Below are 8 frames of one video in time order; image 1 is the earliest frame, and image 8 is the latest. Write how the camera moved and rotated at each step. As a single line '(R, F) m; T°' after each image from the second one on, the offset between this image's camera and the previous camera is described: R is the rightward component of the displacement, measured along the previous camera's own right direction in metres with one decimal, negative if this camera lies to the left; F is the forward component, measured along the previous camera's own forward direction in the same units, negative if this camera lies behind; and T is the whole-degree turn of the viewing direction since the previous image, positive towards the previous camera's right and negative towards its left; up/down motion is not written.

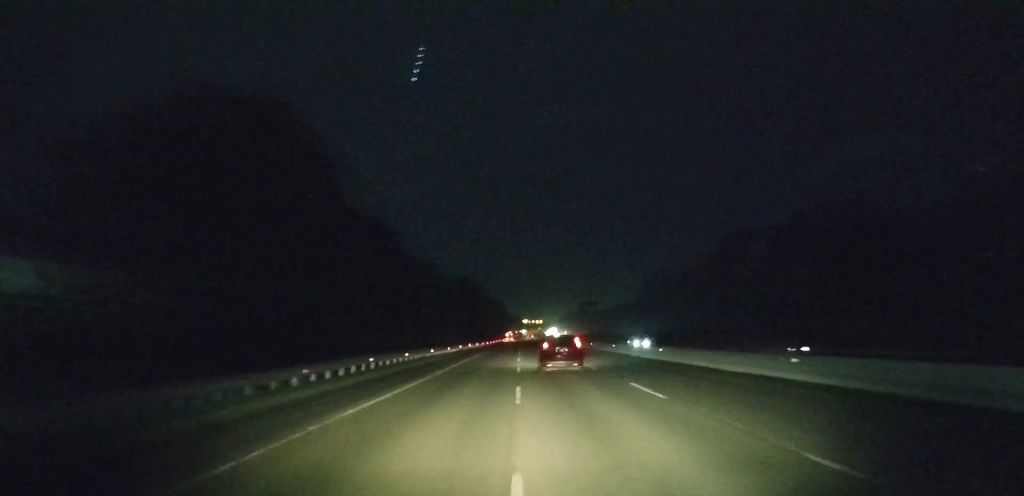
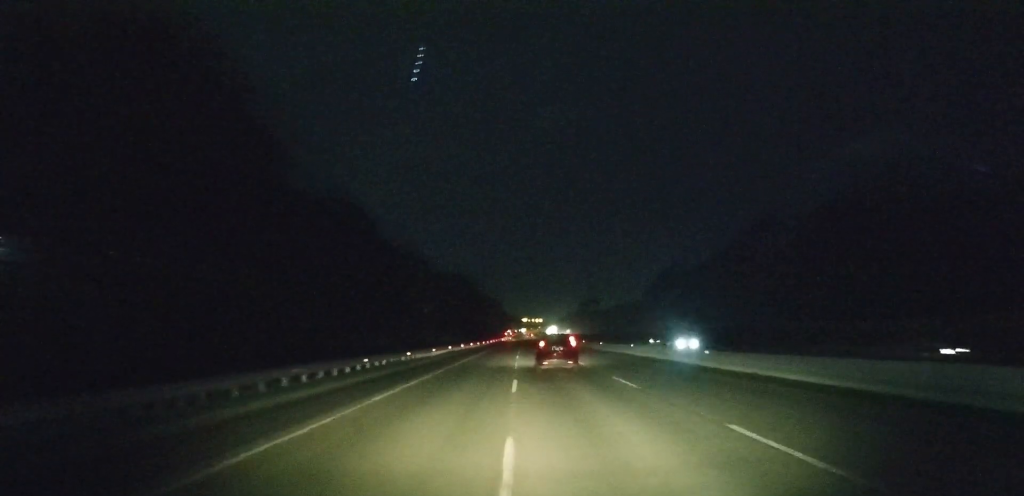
(0.0, +8.5) m; 0°
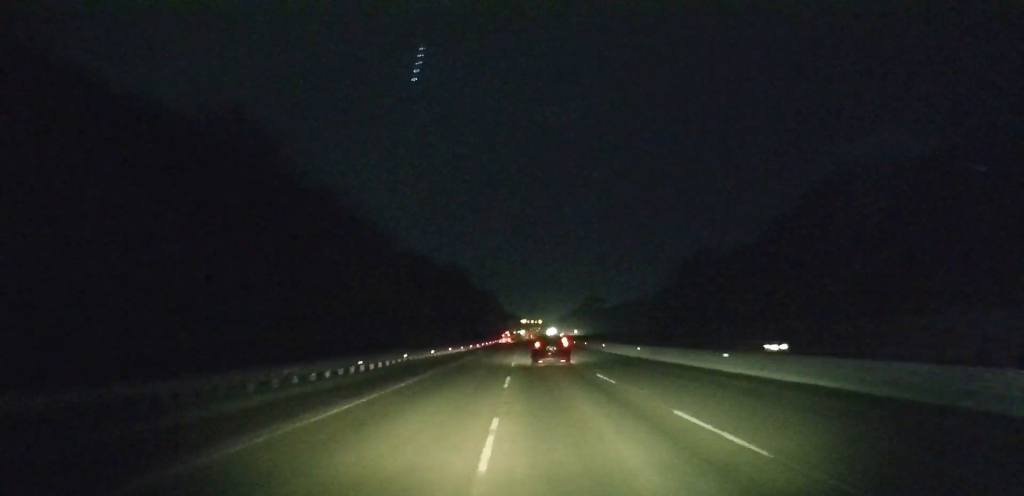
(+0.1, +19.5) m; 0°
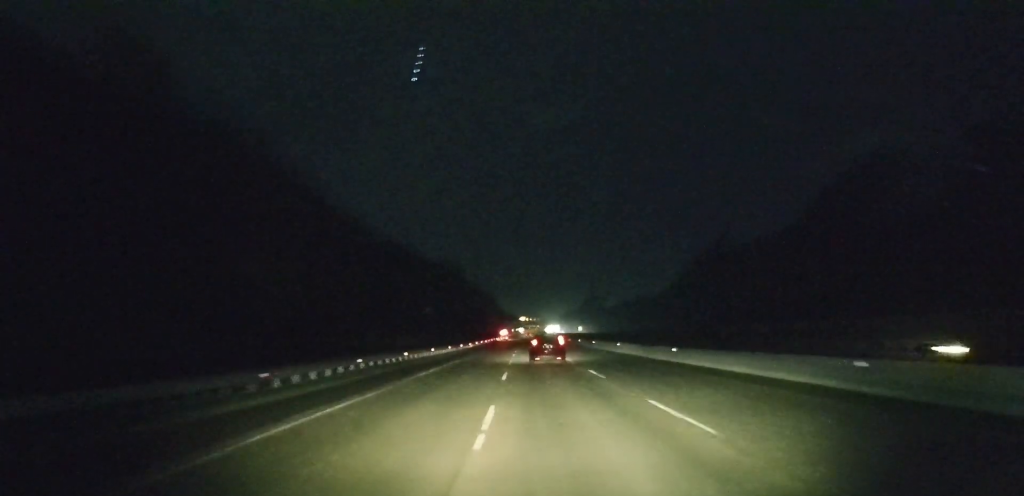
(0.0, +9.2) m; 0°
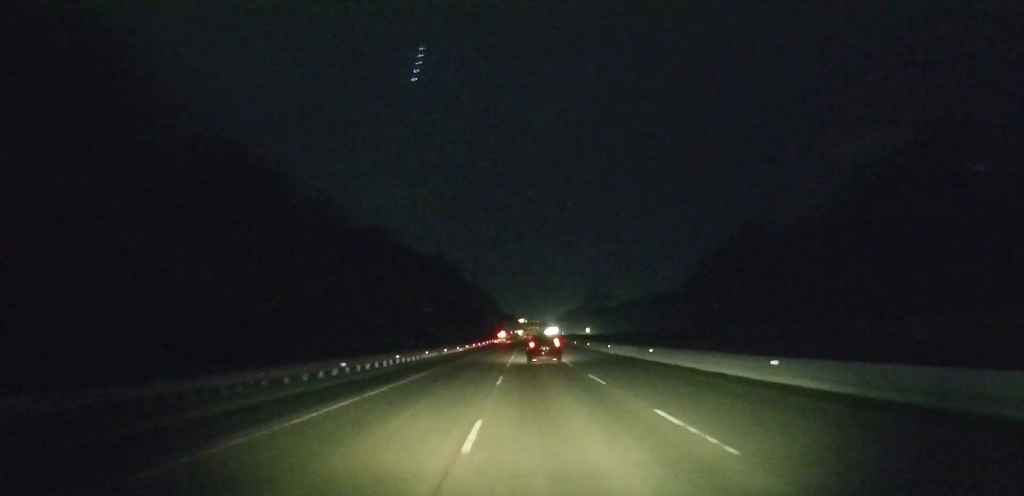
(0.0, +13.0) m; 0°
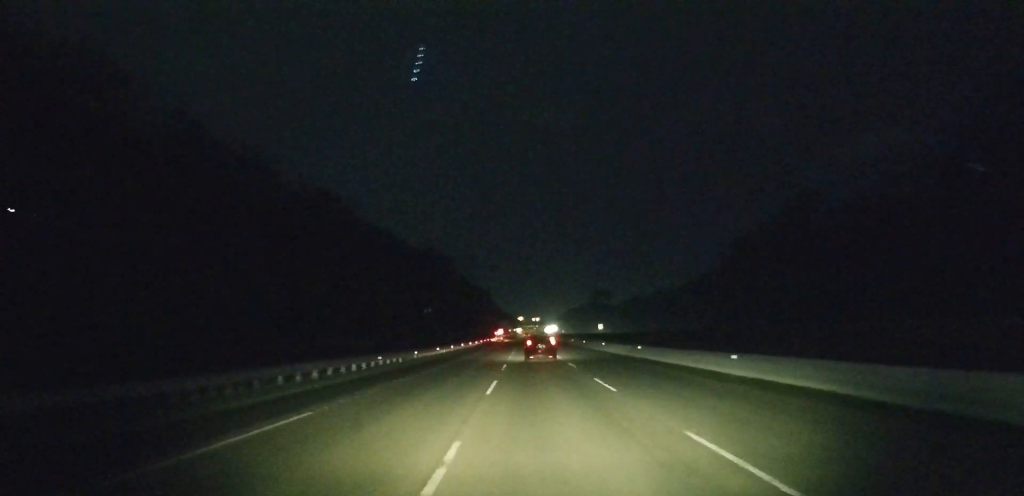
(0.0, +15.6) m; 0°
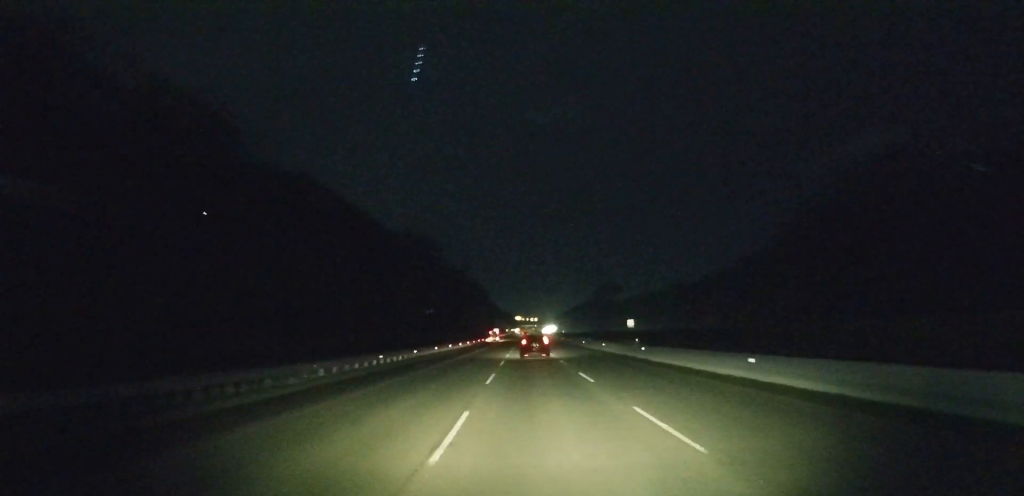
(0.0, +21.1) m; 0°
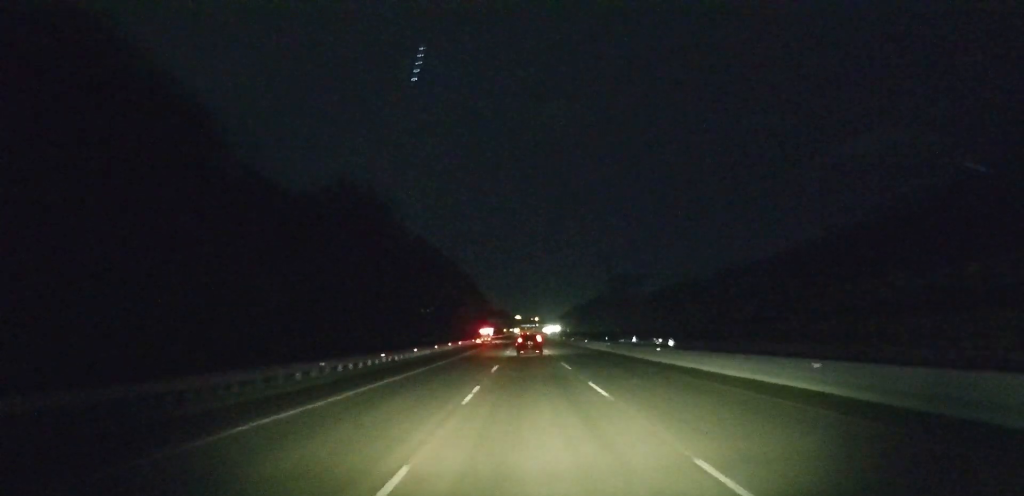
(0.0, +46.0) m; 0°
